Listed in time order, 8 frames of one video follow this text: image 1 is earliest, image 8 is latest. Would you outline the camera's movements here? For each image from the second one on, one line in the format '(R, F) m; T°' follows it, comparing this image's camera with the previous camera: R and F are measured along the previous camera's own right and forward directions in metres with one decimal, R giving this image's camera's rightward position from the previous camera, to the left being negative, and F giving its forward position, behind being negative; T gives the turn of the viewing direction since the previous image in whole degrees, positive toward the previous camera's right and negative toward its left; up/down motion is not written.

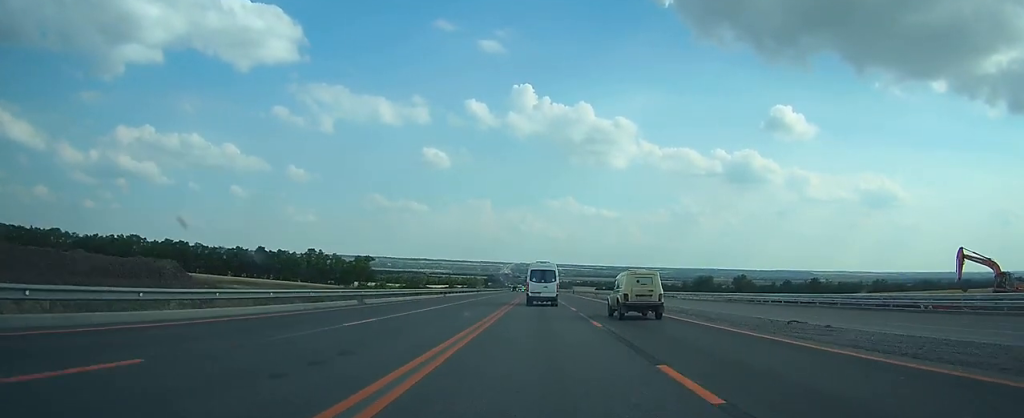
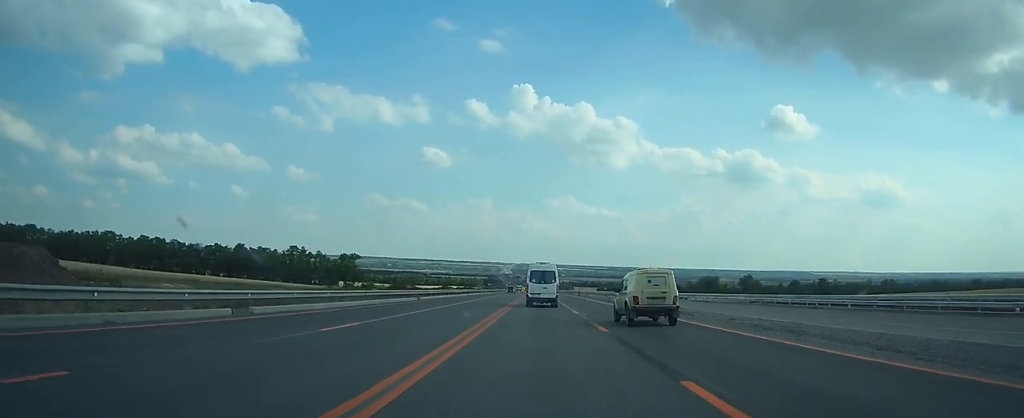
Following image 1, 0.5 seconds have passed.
(0.0, +13.7) m; 0°
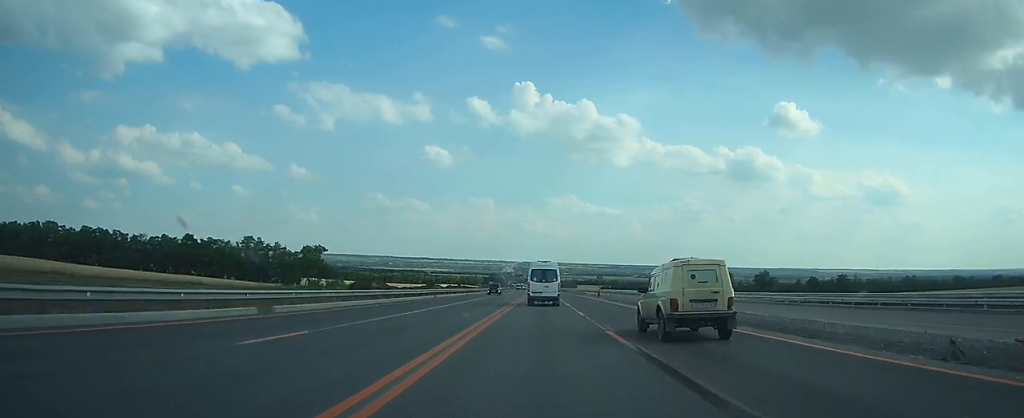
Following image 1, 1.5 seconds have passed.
(0.0, +28.4) m; 0°
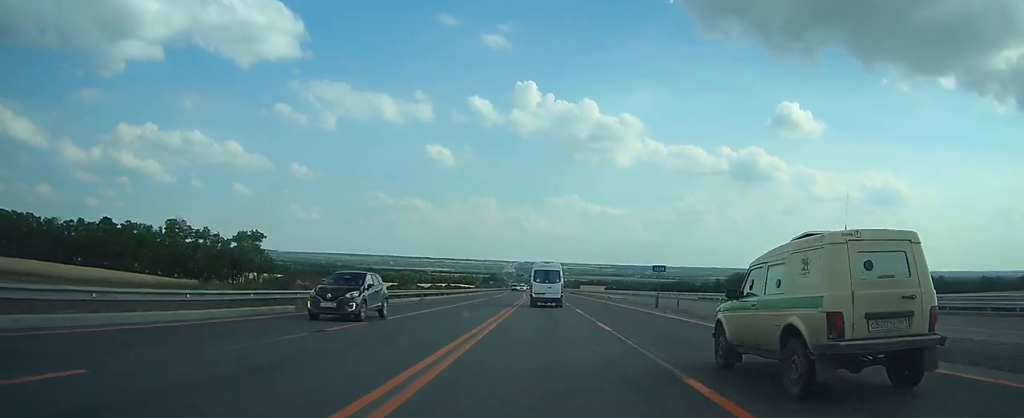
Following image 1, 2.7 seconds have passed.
(-0.1, +32.0) m; 0°
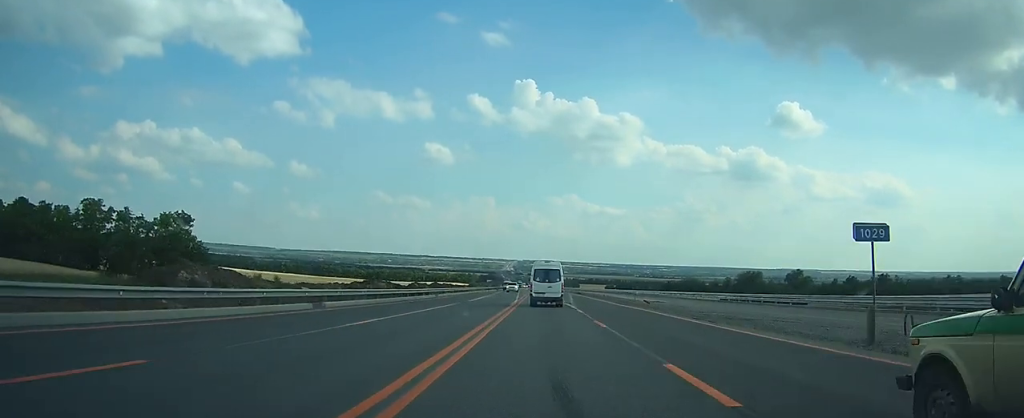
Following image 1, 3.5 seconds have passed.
(-0.1, +22.9) m; 0°
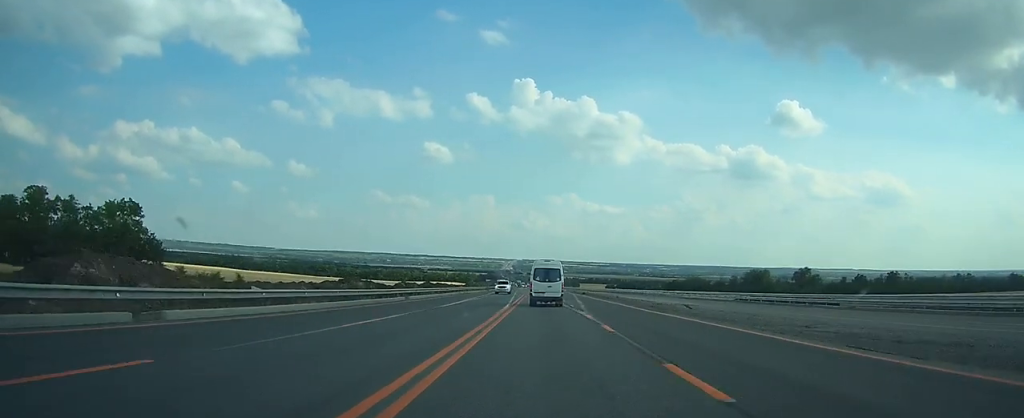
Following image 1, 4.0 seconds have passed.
(0.0, +11.9) m; 0°
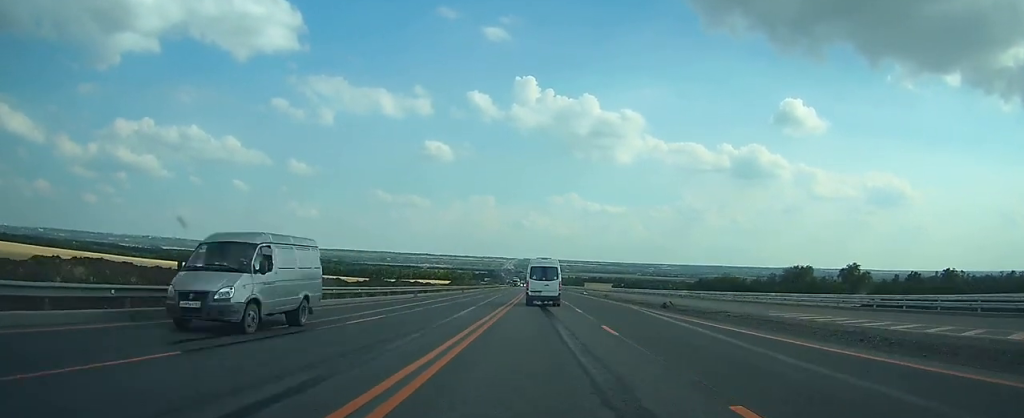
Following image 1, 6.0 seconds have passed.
(+0.1, +56.1) m; 0°
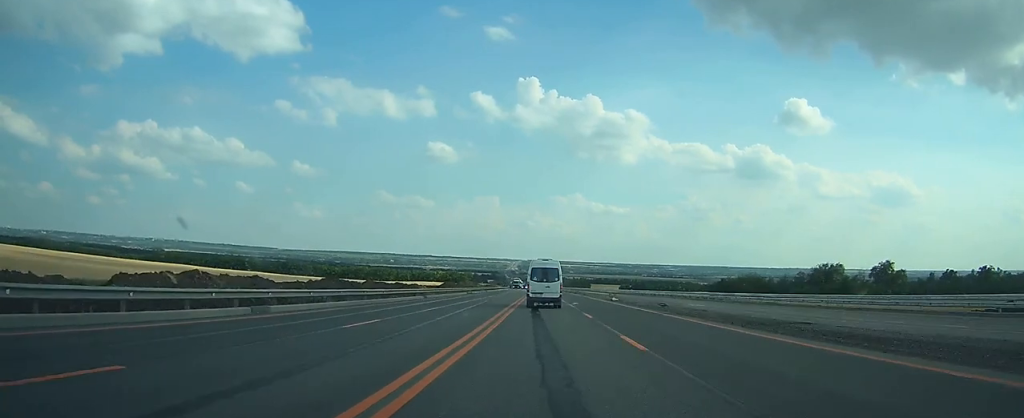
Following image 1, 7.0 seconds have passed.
(0.0, +27.6) m; 0°
